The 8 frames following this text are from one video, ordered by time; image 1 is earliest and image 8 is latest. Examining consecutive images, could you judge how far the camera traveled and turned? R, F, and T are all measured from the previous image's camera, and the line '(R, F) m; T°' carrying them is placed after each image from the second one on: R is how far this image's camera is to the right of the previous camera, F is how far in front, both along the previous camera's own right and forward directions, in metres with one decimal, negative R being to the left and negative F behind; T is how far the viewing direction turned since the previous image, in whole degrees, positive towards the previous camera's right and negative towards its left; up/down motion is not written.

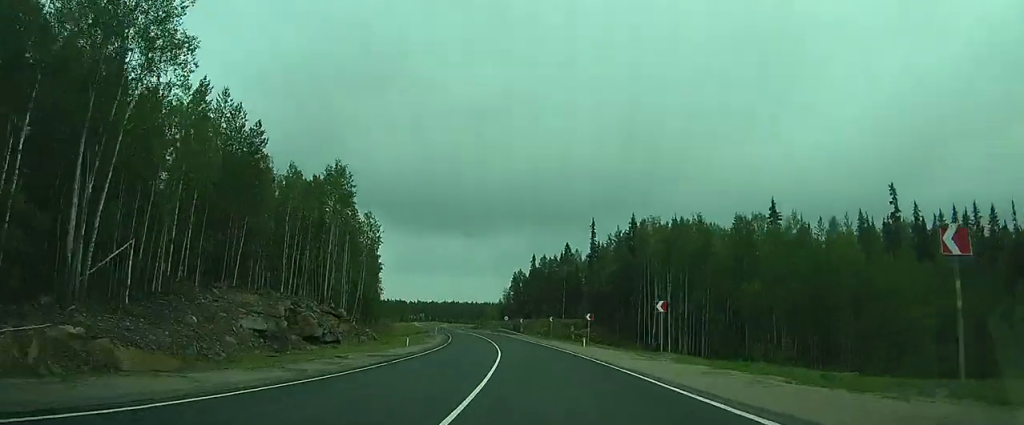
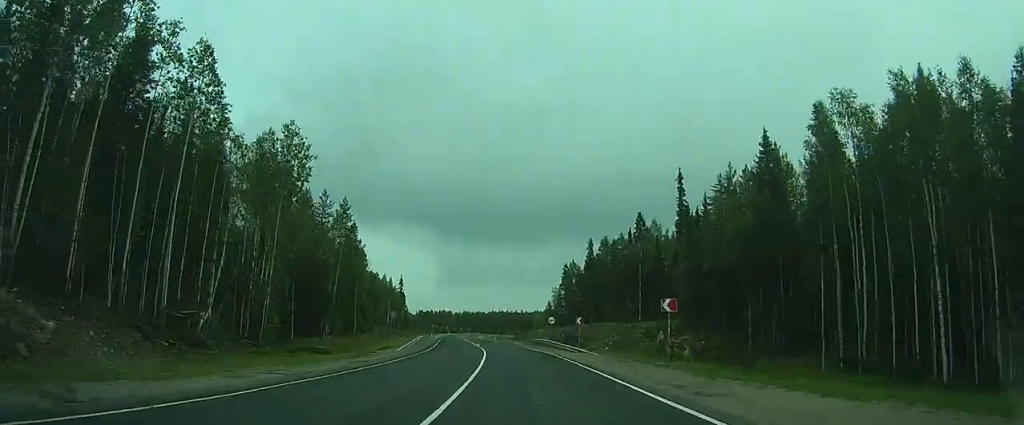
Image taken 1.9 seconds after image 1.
(0.0, +49.5) m; 0°
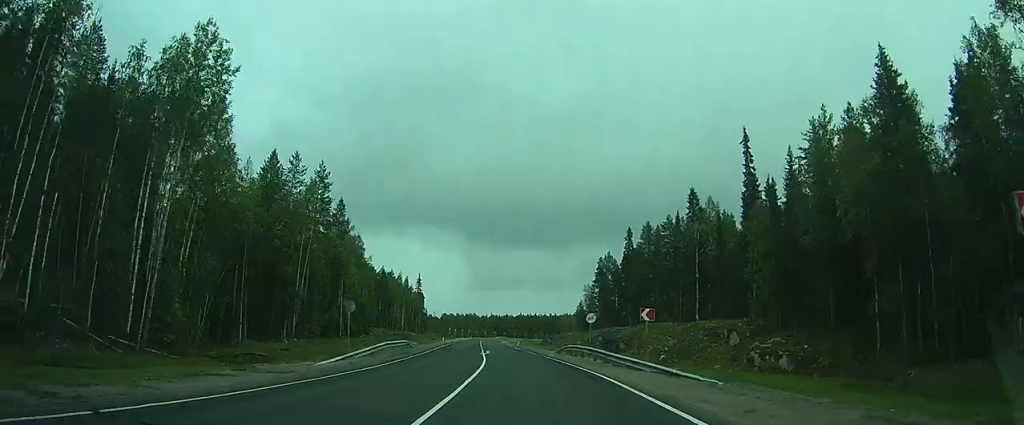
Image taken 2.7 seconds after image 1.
(0.0, +20.6) m; 0°
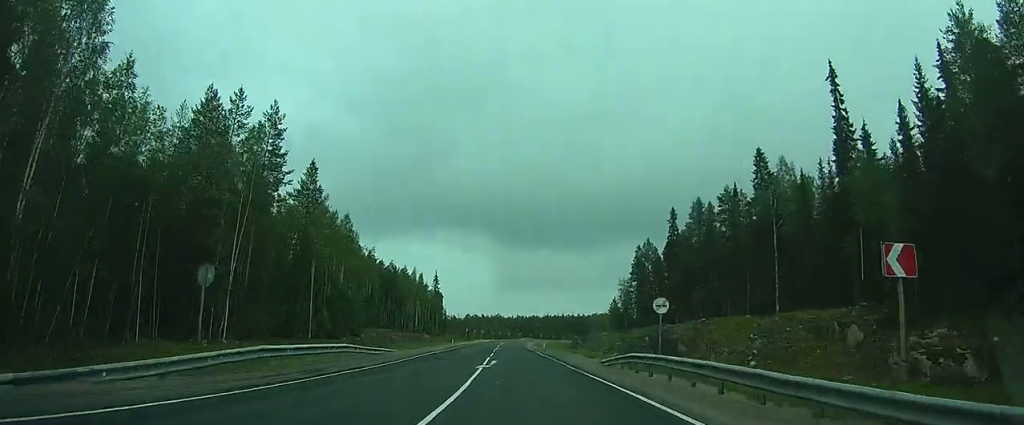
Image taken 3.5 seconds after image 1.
(0.0, +19.9) m; 0°
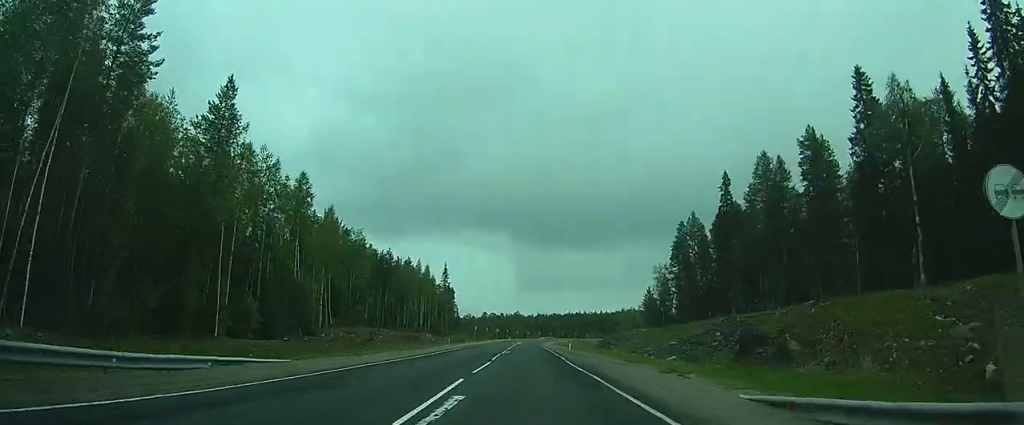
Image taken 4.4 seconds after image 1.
(0.0, +22.6) m; 0°
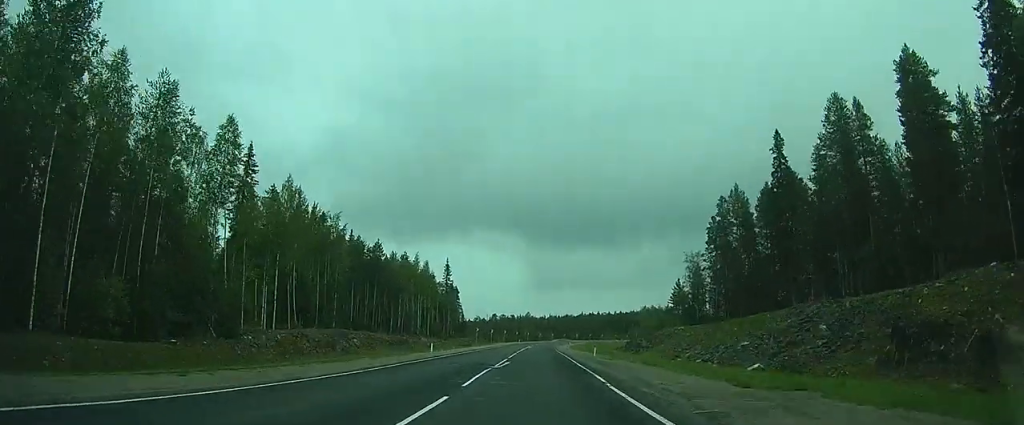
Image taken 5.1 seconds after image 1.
(0.0, +18.4) m; 0°
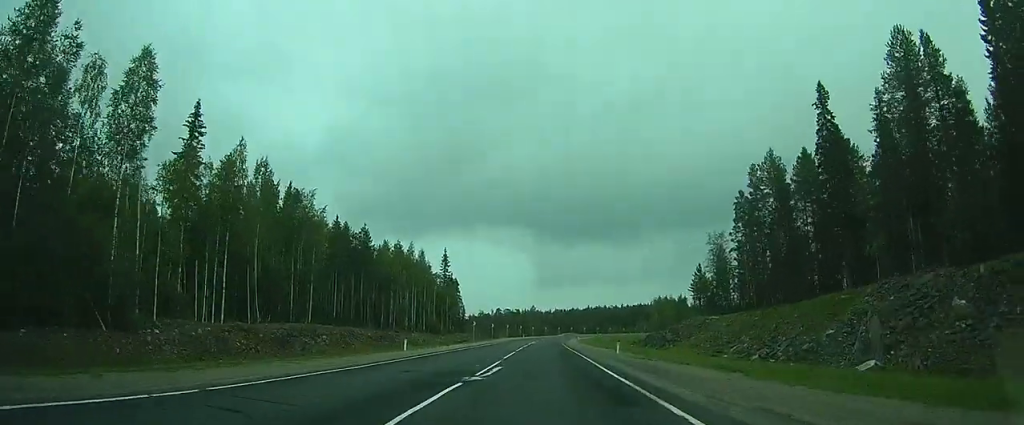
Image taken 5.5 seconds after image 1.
(0.0, +12.2) m; 0°
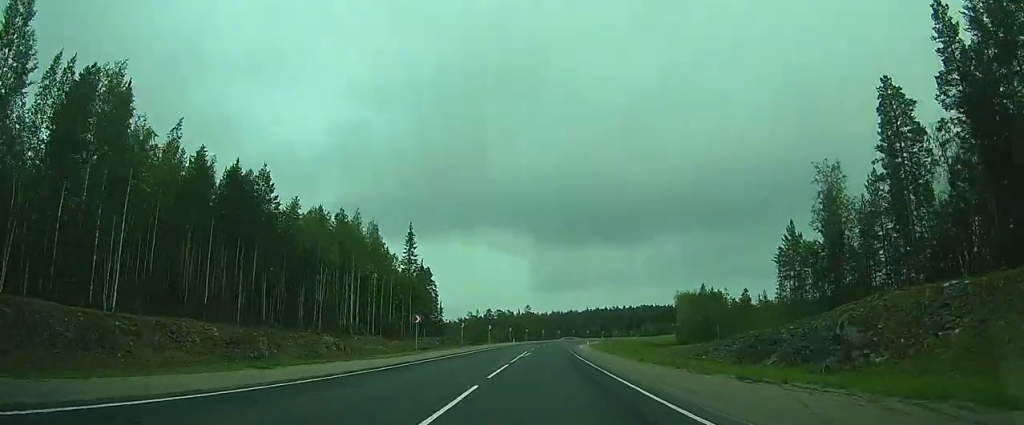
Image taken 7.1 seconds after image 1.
(0.0, +40.6) m; -1°
